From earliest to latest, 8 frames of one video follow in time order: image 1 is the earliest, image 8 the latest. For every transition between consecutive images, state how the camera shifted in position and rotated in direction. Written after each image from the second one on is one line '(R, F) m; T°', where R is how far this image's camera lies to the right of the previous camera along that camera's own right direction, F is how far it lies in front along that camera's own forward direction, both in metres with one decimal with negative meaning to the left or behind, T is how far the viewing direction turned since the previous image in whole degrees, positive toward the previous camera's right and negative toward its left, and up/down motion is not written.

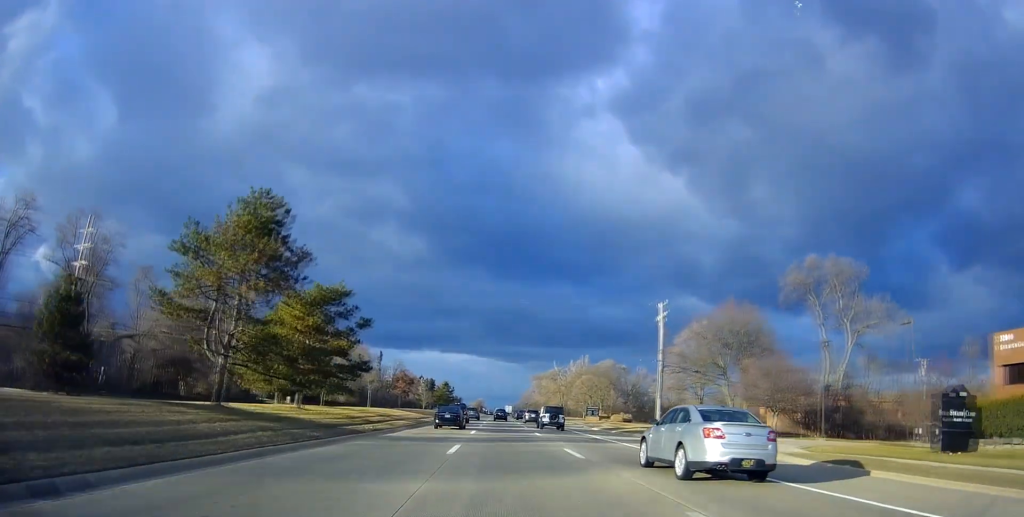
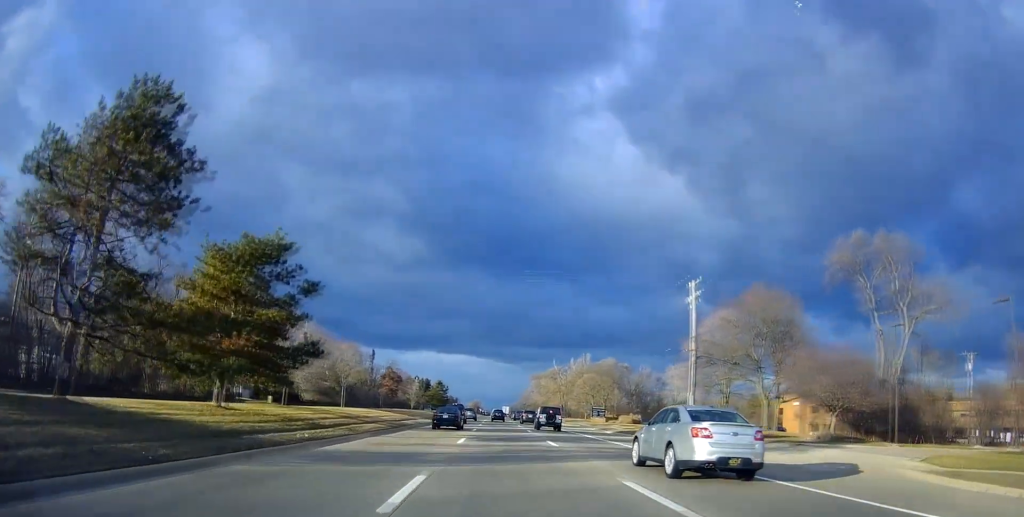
(0.0, +9.7) m; 0°
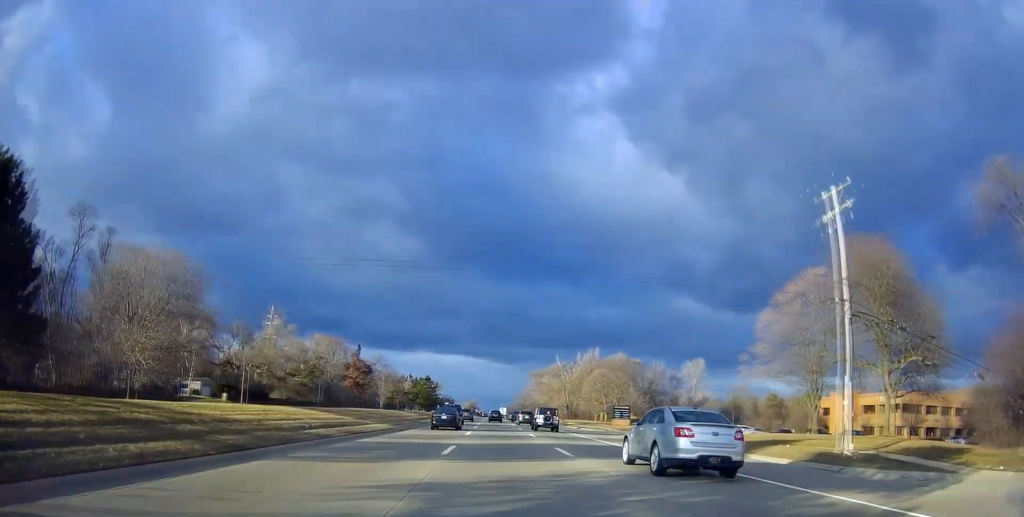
(-0.1, +20.8) m; -1°
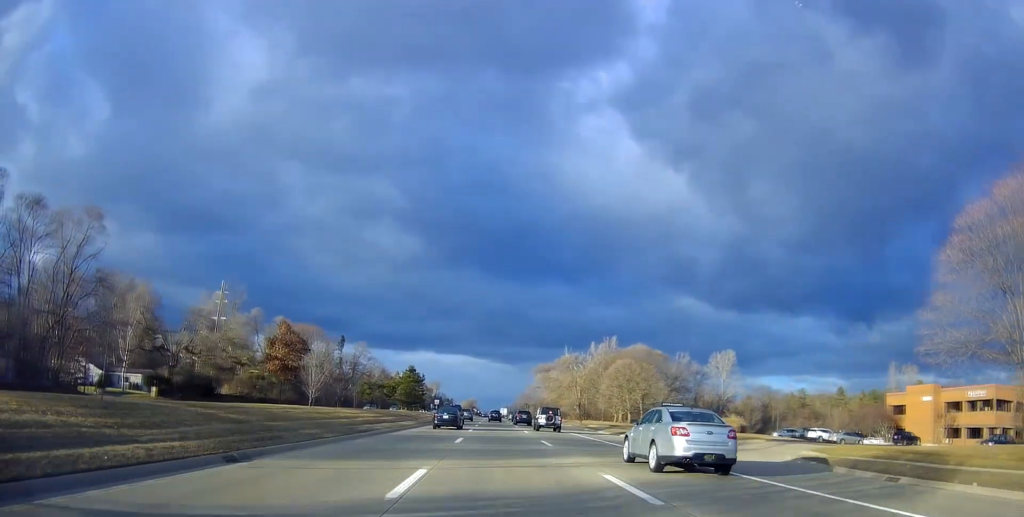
(-0.1, +23.9) m; 0°
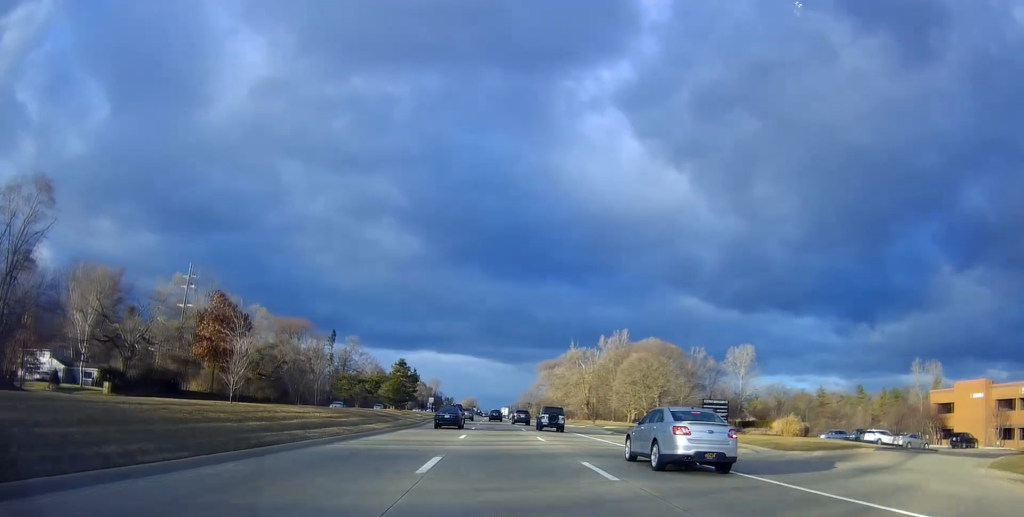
(0.0, +12.0) m; 0°
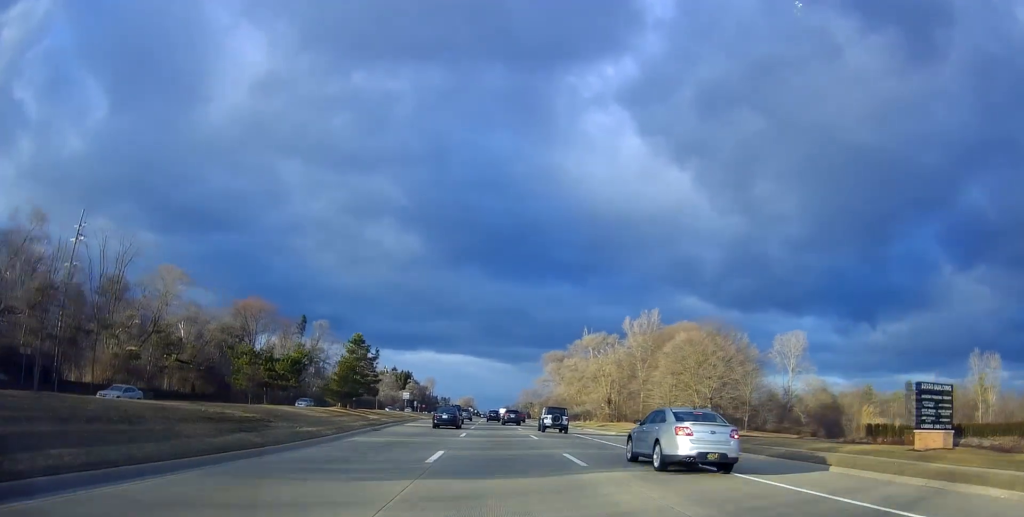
(0.0, +27.9) m; 0°
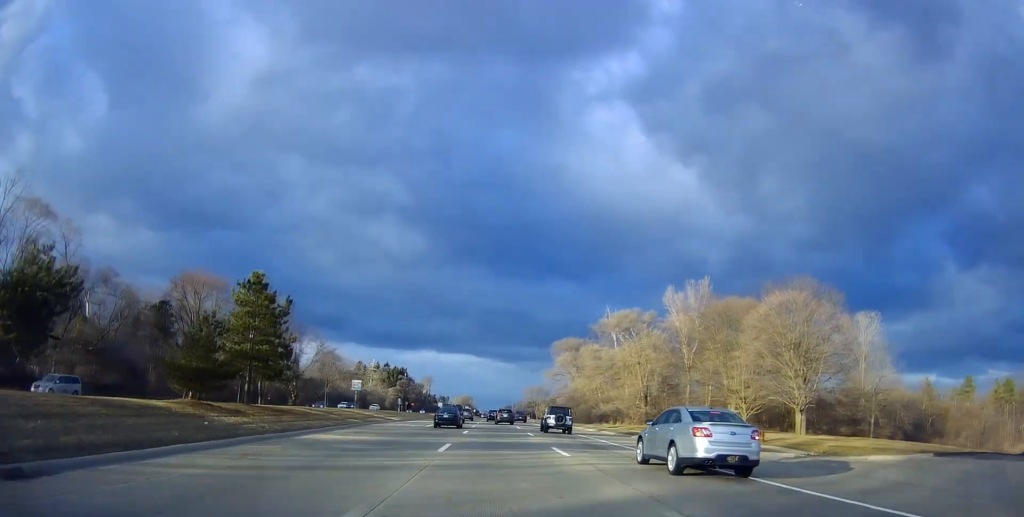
(+0.1, +27.1) m; +1°
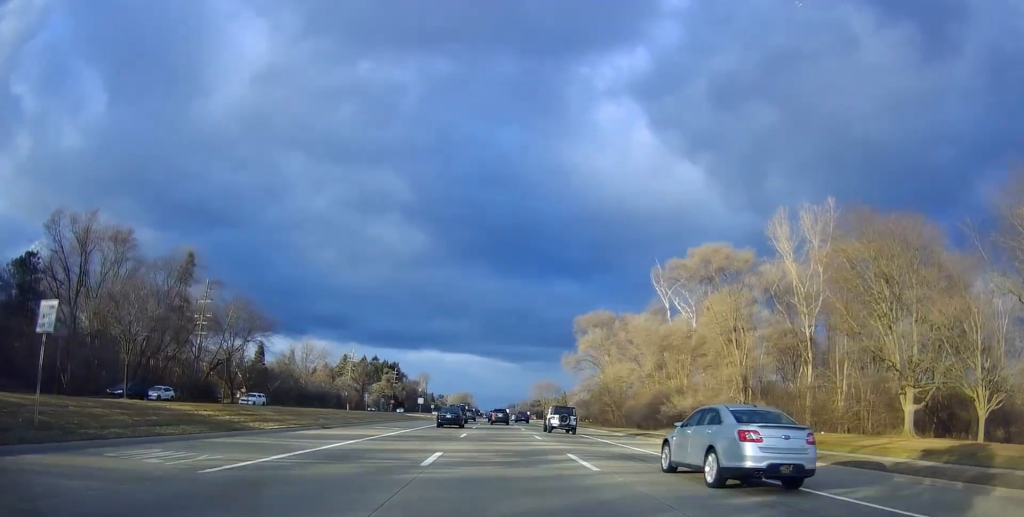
(0.0, +35.6) m; -3°
